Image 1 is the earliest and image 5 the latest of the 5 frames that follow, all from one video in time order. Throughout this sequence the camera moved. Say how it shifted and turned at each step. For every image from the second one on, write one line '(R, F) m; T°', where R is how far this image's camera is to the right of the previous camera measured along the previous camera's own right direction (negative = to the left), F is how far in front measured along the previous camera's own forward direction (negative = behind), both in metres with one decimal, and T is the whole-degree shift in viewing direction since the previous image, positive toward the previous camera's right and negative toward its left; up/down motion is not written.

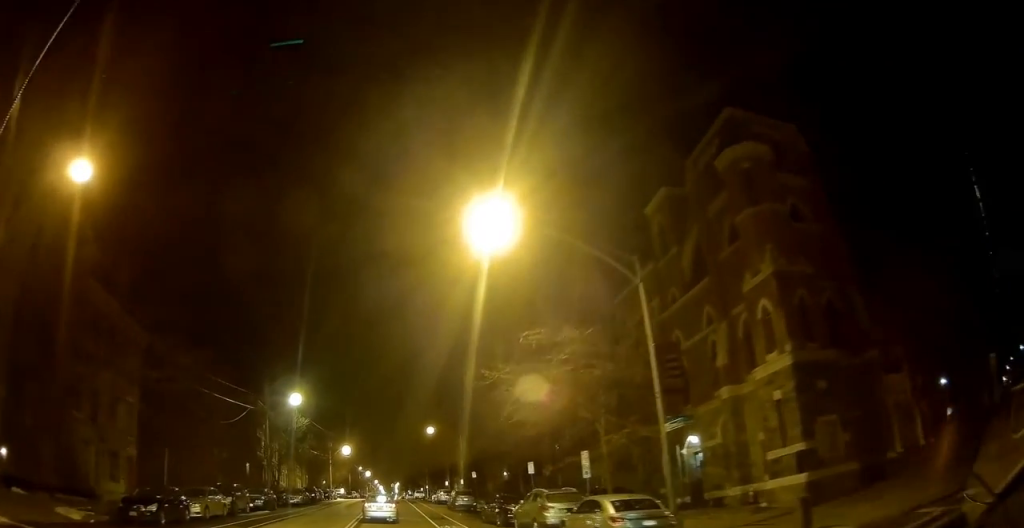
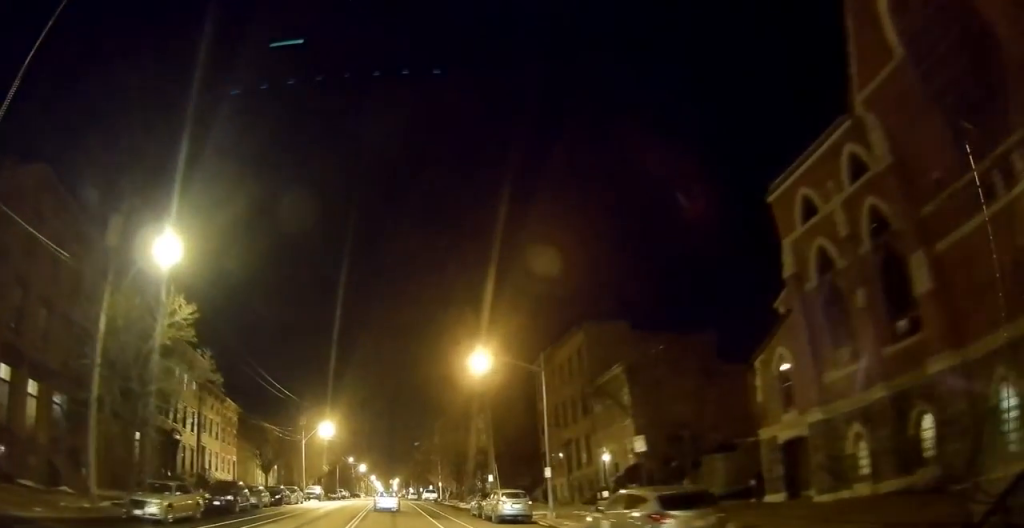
(+0.4, +31.6) m; +1°
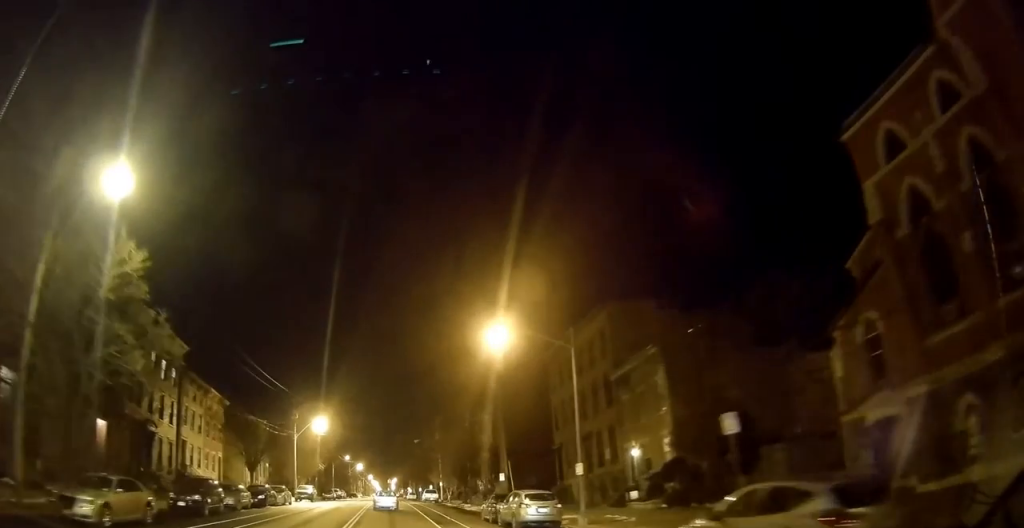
(-0.1, +4.8) m; 0°
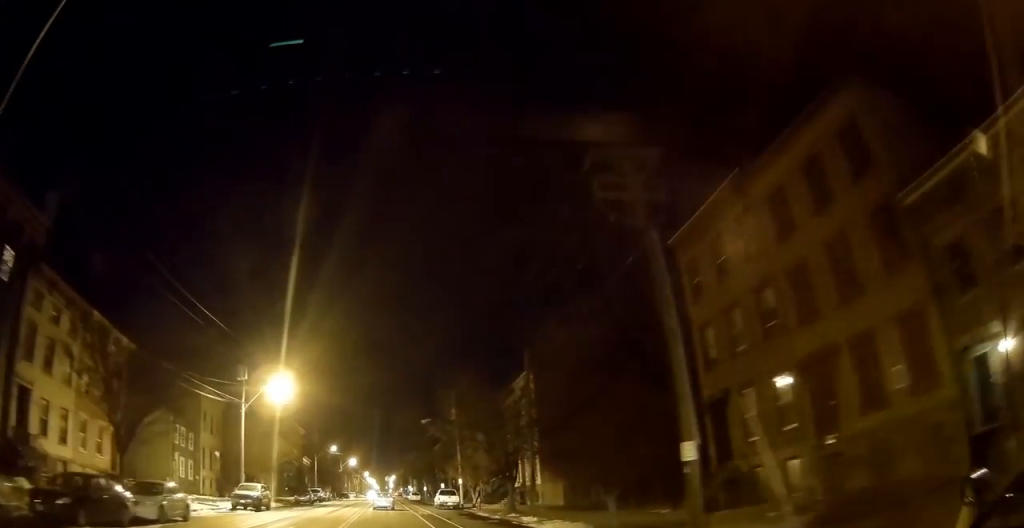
(+0.2, +23.4) m; 0°
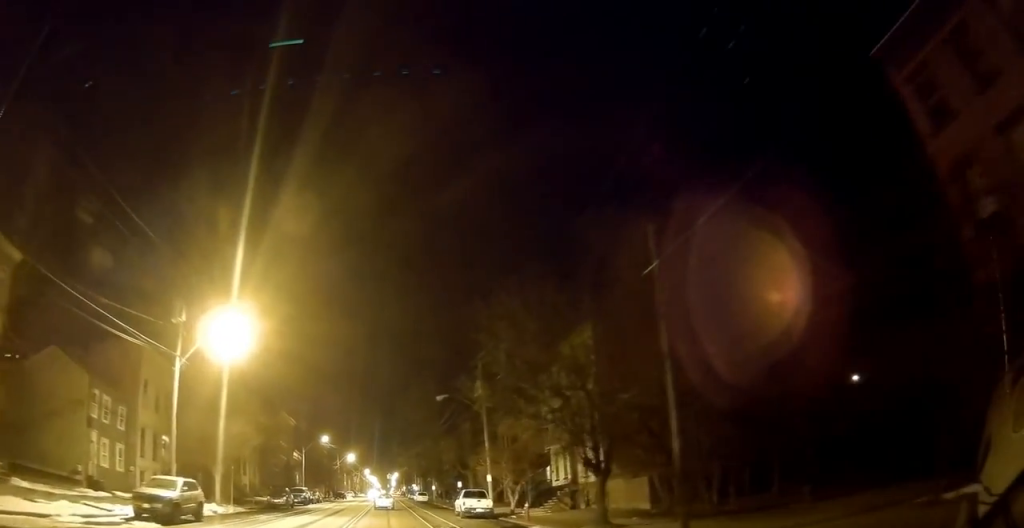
(-0.2, +14.8) m; -1°
